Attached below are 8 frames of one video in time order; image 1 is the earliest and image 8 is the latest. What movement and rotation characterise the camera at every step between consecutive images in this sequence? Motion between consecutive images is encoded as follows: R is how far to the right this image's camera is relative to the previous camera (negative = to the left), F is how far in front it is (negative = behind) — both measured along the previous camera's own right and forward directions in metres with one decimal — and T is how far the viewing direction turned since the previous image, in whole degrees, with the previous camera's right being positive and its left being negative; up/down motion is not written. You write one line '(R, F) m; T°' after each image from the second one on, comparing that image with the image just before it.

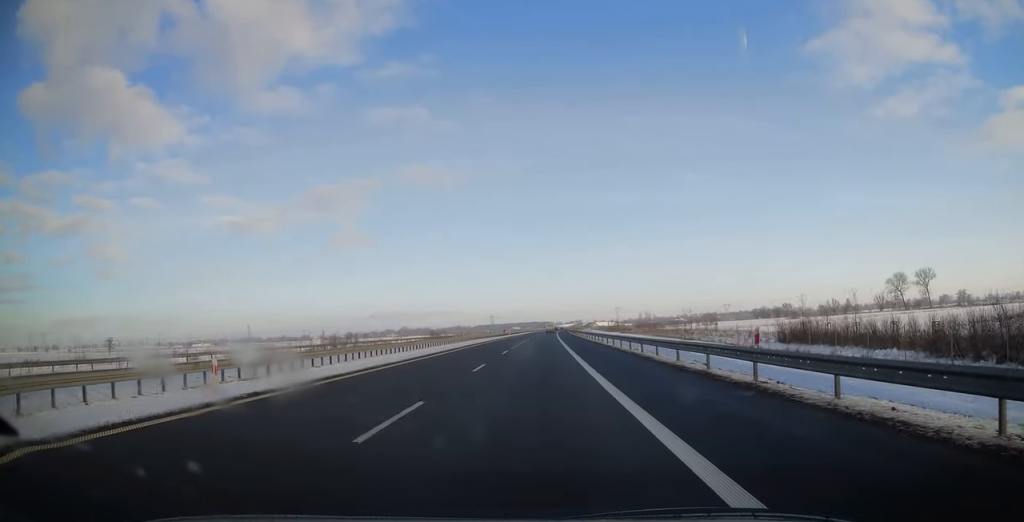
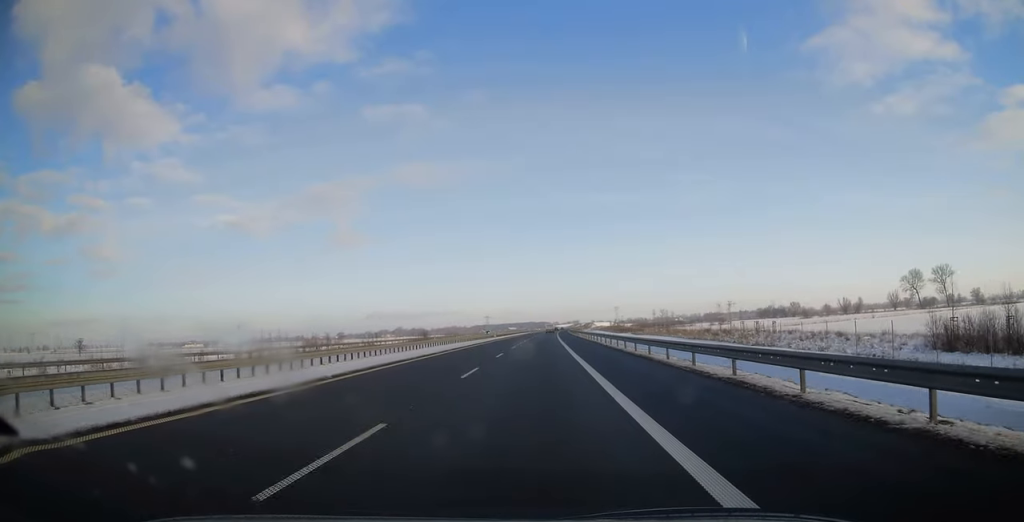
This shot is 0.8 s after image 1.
(-0.1, +26.6) m; +1°
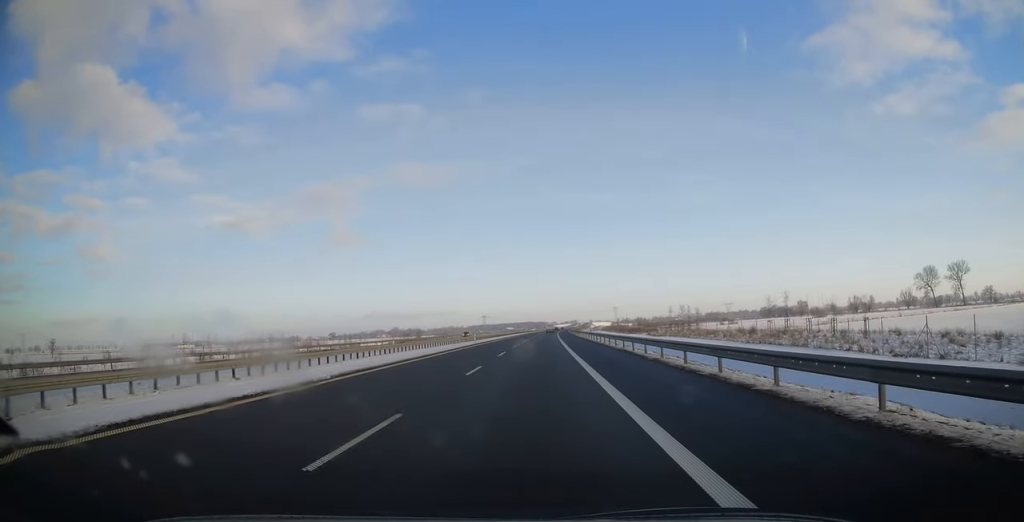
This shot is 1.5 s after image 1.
(+0.5, +22.8) m; +1°
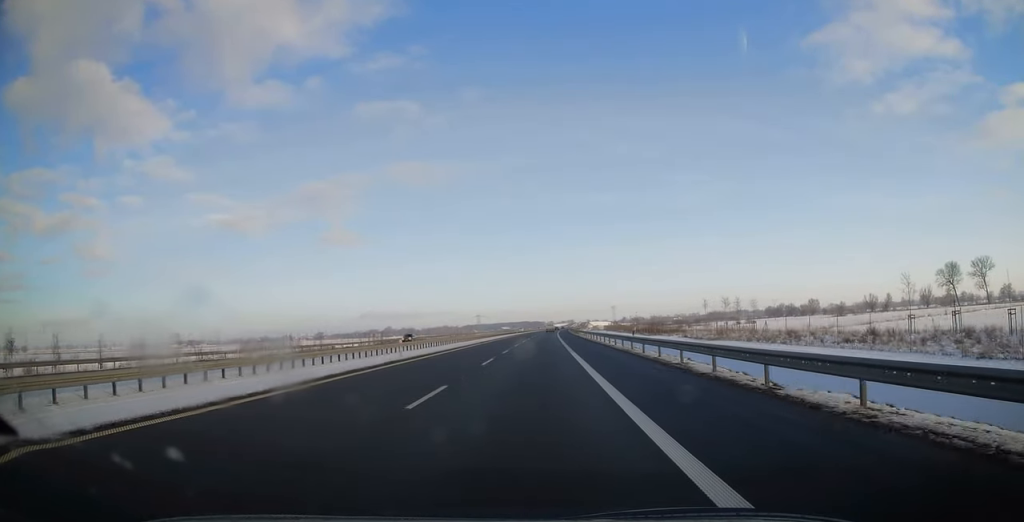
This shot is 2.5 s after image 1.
(-0.3, +31.4) m; -1°
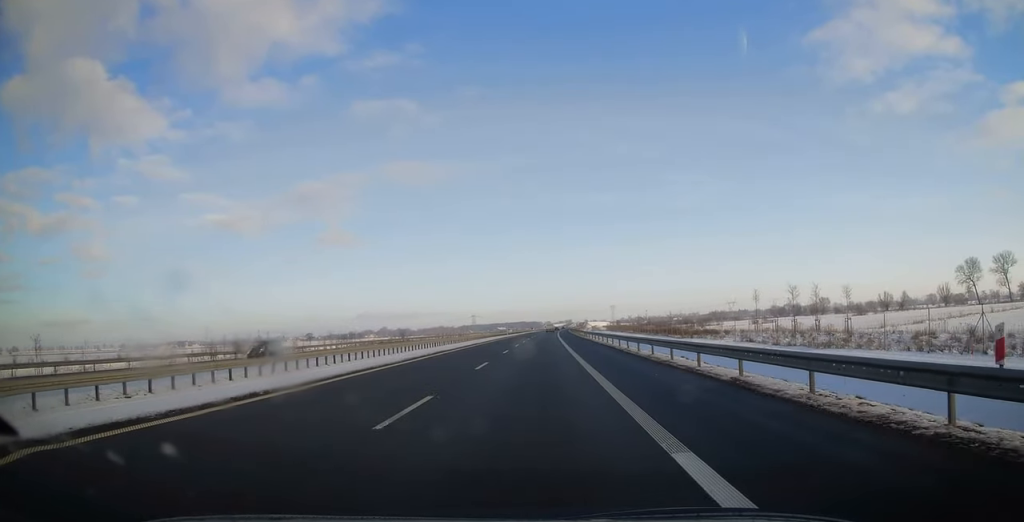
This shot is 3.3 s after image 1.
(0.0, +26.0) m; +1°
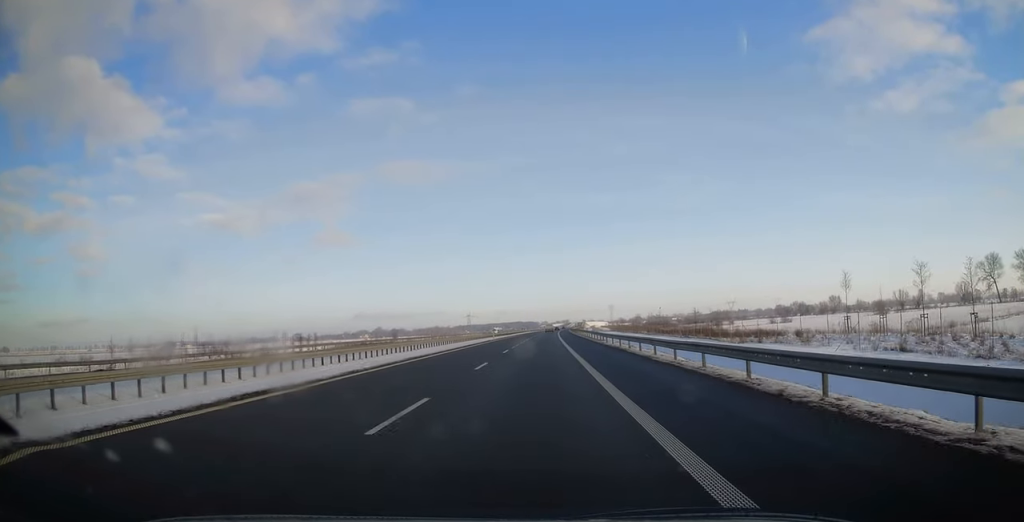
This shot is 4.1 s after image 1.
(+0.2, +24.4) m; +1°
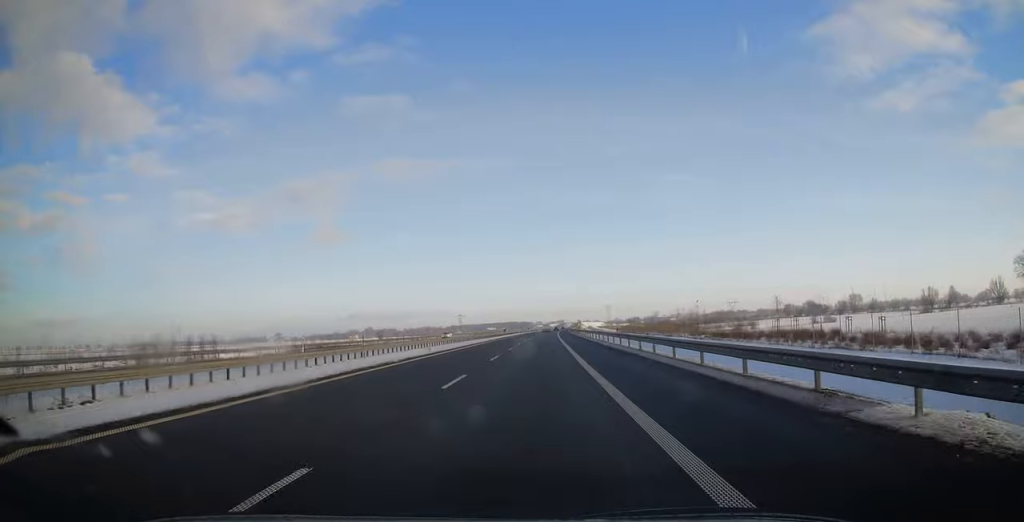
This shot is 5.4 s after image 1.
(+0.3, +42.0) m; 0°
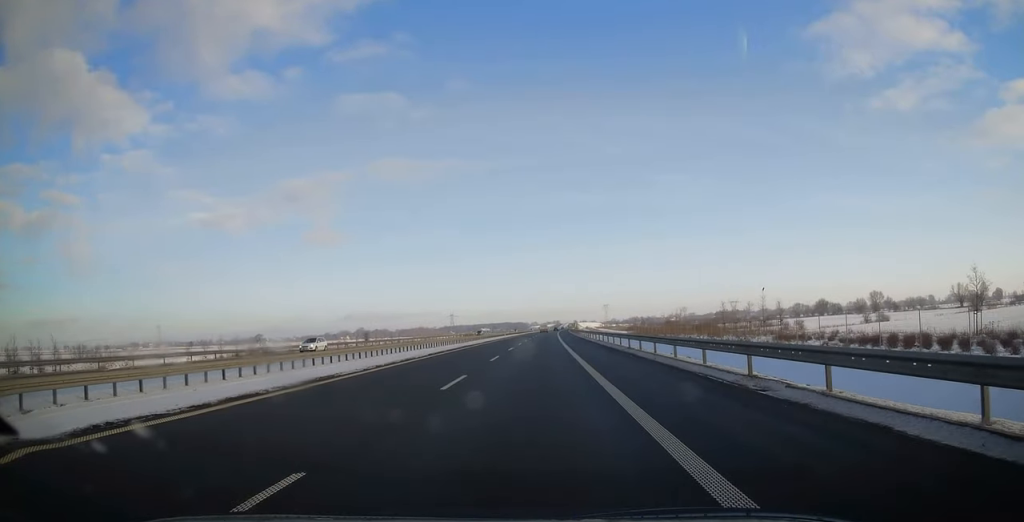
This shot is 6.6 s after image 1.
(0.0, +36.1) m; 0°
